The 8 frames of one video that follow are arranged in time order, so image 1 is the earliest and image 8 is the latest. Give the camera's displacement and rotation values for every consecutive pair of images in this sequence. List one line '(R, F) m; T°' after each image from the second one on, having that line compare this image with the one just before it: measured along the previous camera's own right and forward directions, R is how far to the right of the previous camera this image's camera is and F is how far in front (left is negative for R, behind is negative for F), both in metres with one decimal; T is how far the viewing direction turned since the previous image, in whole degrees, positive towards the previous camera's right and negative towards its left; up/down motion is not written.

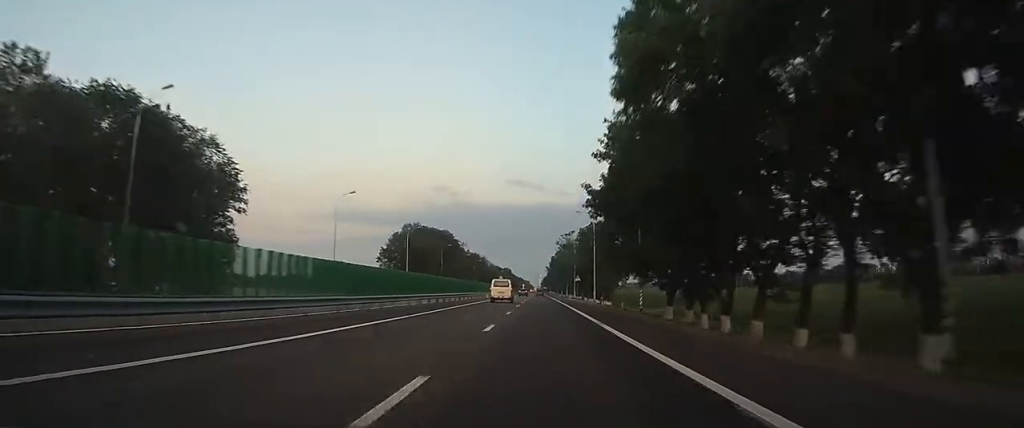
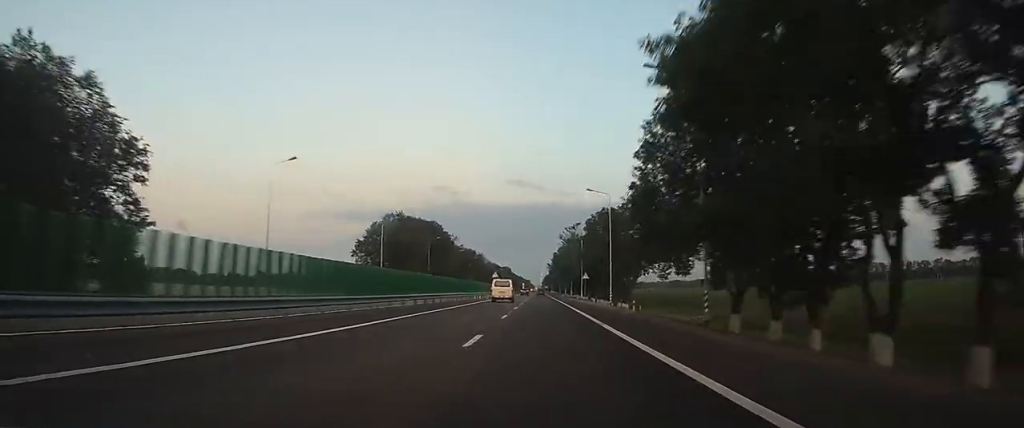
(+0.1, +16.6) m; 0°
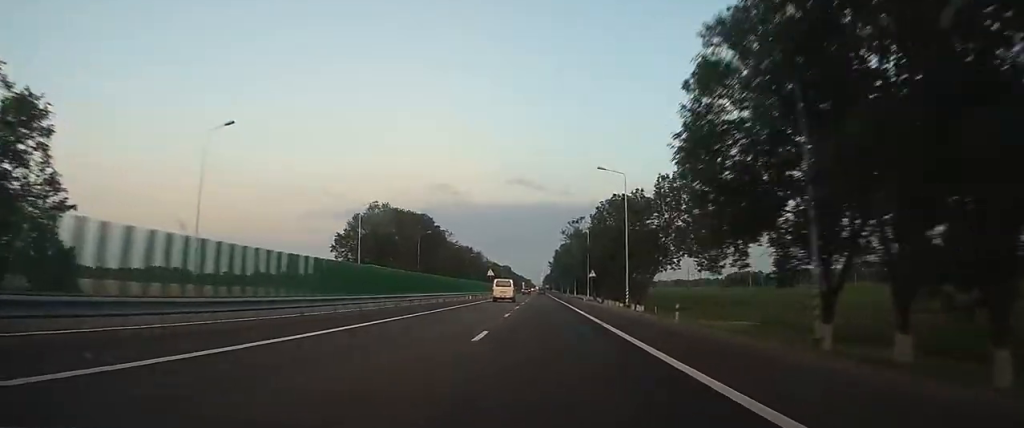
(0.0, +10.8) m; 0°
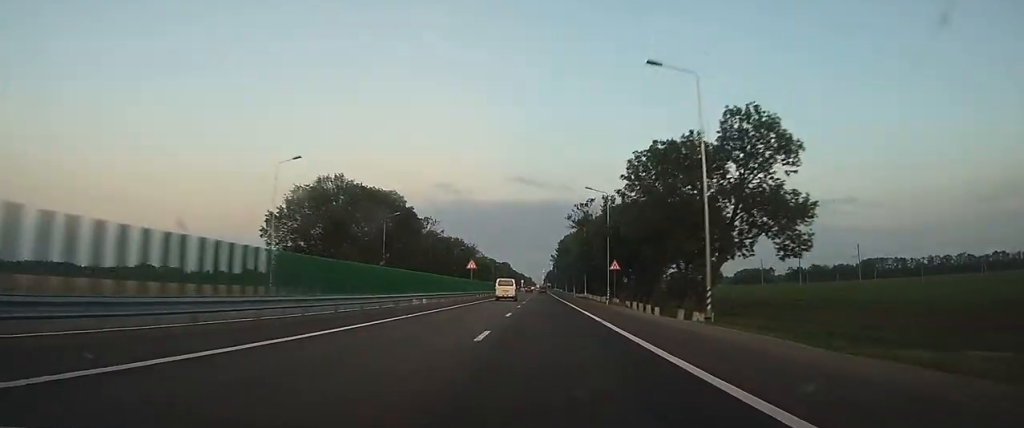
(-0.1, +24.0) m; 0°
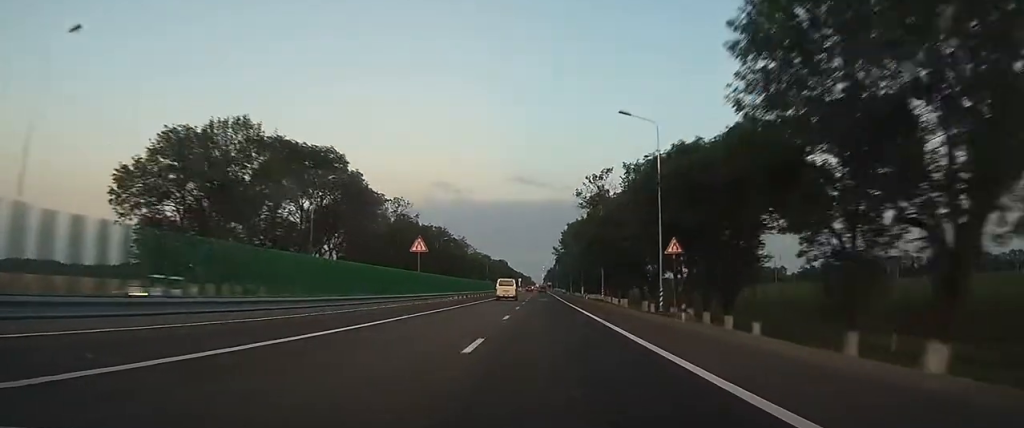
(-0.1, +26.5) m; 0°
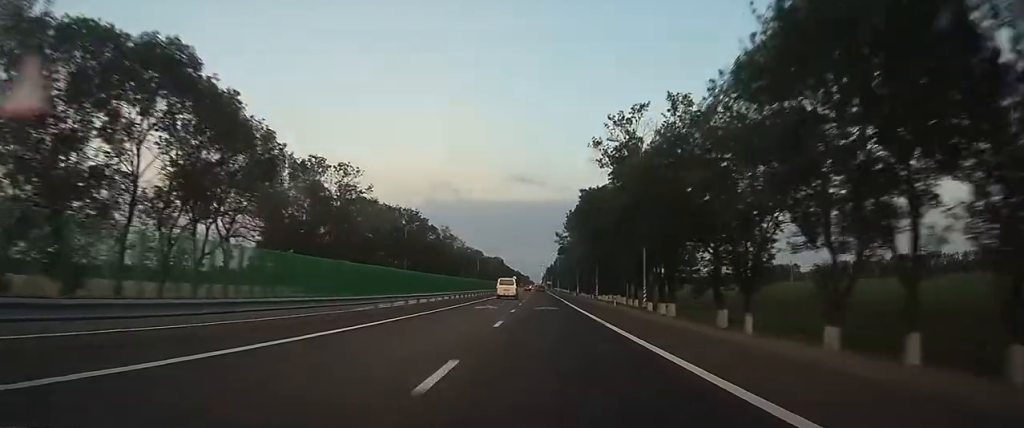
(+0.1, +28.2) m; 0°
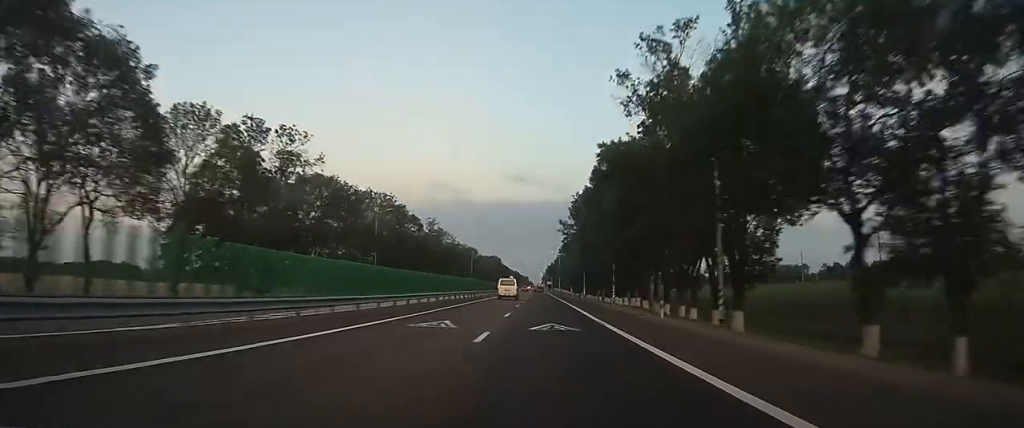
(0.0, +17.4) m; 0°
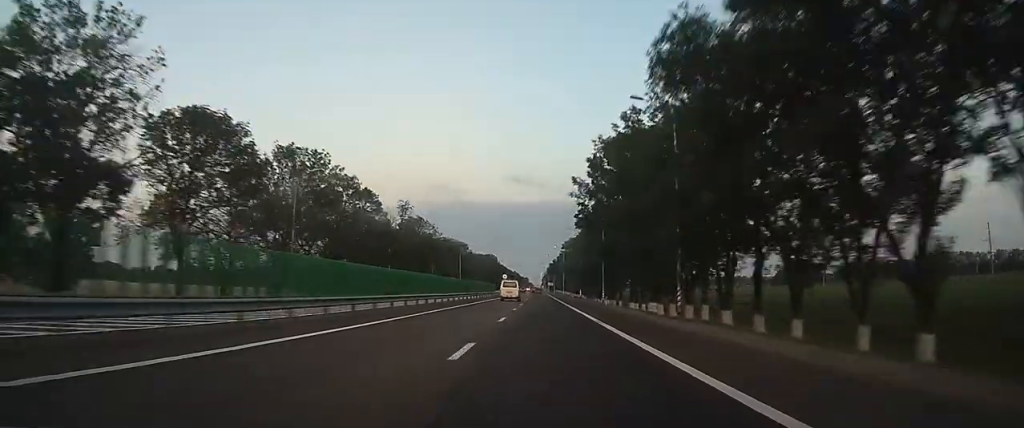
(0.0, +27.4) m; 0°
